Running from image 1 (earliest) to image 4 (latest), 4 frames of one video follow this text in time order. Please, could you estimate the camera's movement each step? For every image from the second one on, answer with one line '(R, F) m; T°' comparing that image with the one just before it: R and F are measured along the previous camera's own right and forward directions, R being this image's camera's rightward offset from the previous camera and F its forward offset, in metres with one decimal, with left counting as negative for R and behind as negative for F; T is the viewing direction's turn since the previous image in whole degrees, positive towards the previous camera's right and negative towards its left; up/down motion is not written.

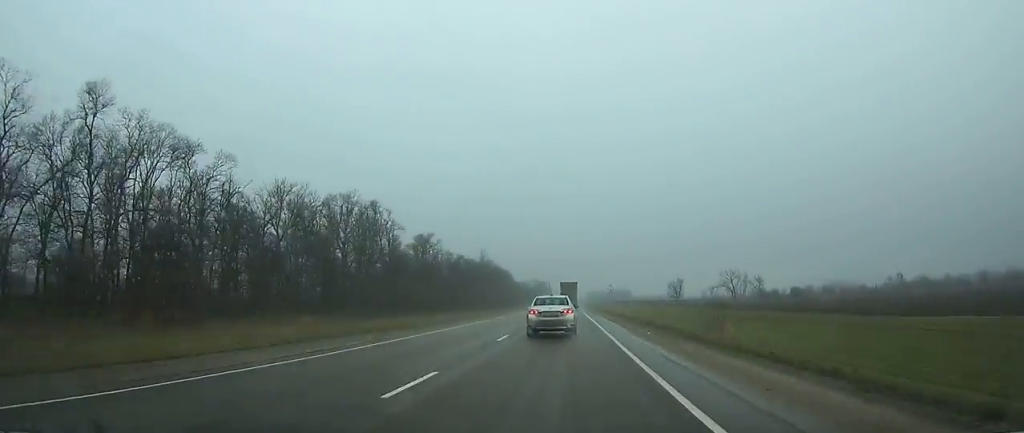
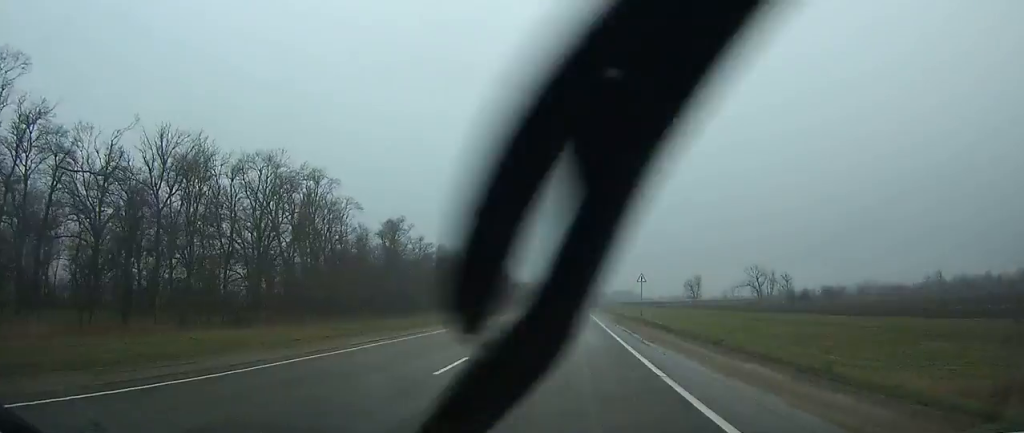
(0.0, +33.3) m; 0°
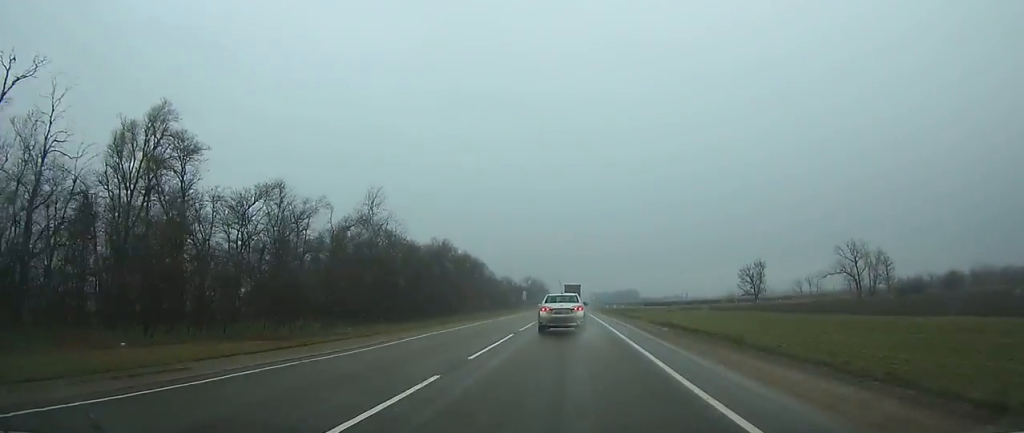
(+0.6, +86.4) m; +1°
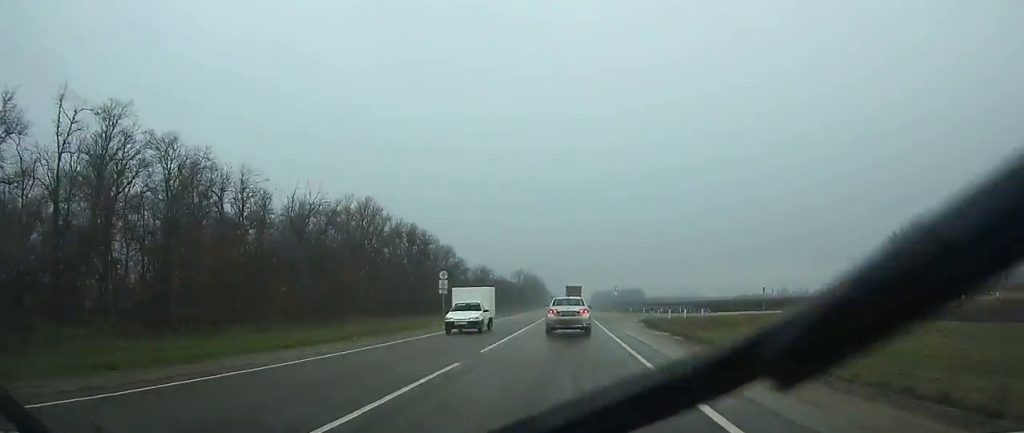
(-0.4, +82.3) m; -1°
